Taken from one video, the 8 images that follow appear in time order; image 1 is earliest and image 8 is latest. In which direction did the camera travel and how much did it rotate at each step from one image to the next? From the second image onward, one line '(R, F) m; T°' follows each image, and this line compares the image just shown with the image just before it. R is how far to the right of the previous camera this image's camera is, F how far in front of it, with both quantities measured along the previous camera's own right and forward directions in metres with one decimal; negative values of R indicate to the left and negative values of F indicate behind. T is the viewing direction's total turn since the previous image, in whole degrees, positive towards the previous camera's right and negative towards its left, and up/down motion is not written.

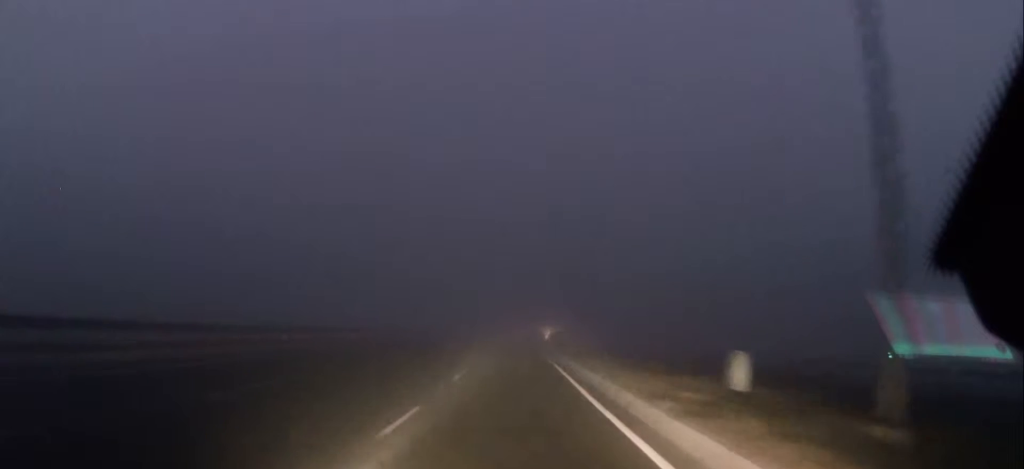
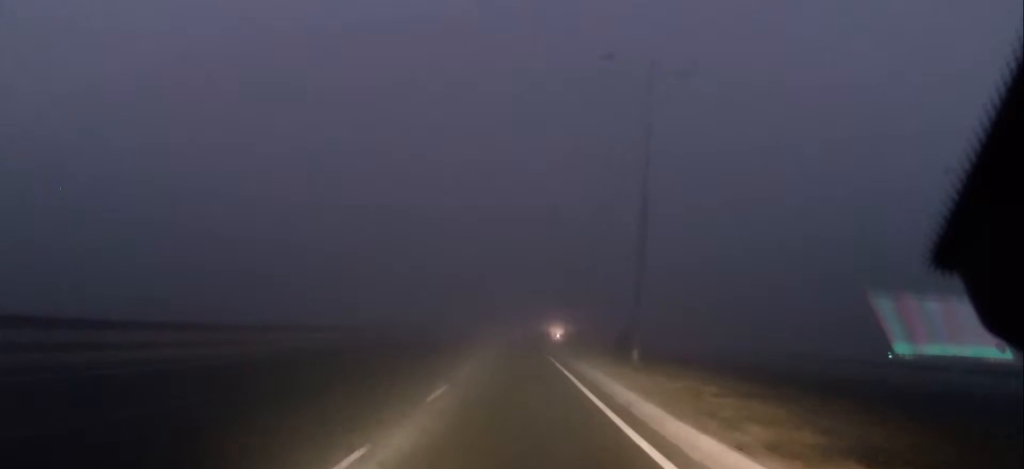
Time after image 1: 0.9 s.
(+0.1, +22.4) m; 0°
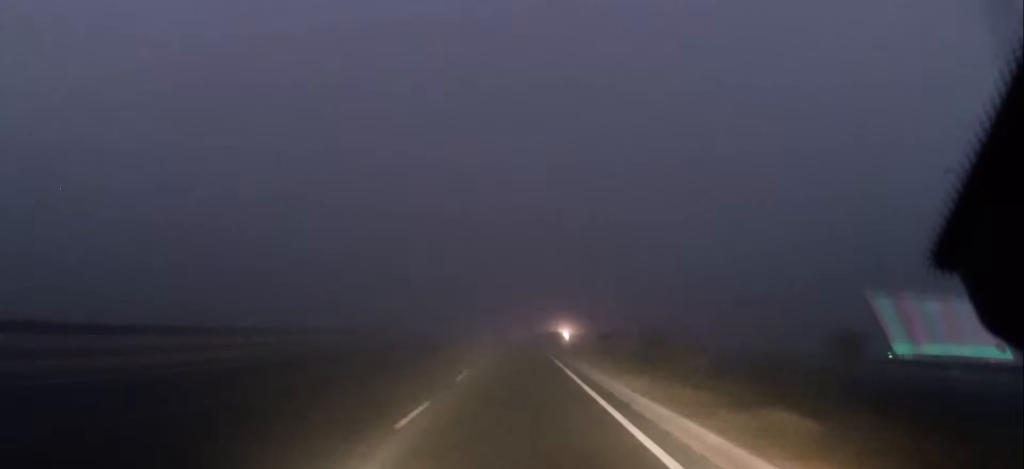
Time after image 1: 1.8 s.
(-0.2, +21.8) m; -1°
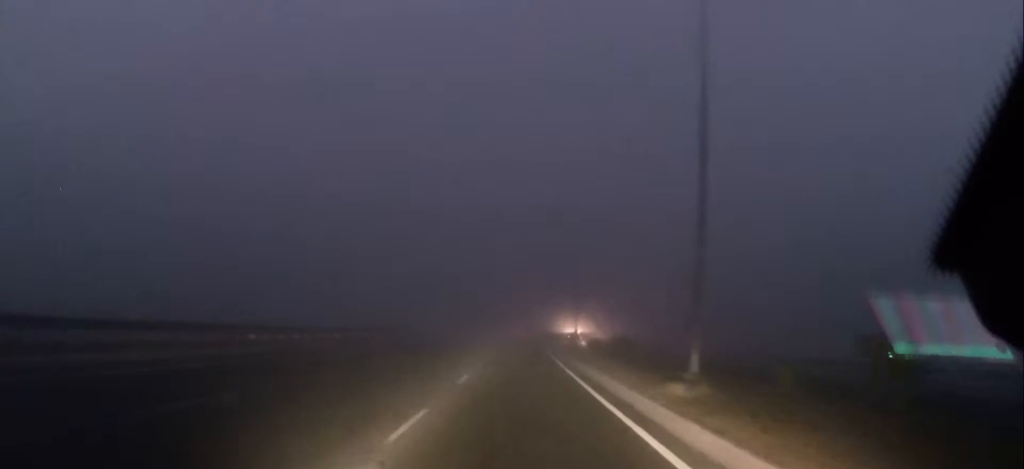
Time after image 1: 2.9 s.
(-0.3, +28.3) m; 0°
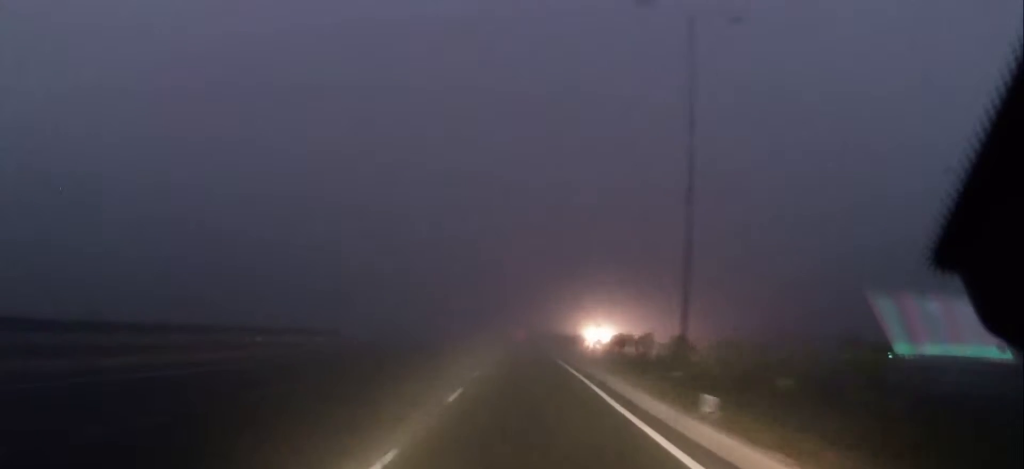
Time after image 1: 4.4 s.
(+0.6, +40.1) m; 0°
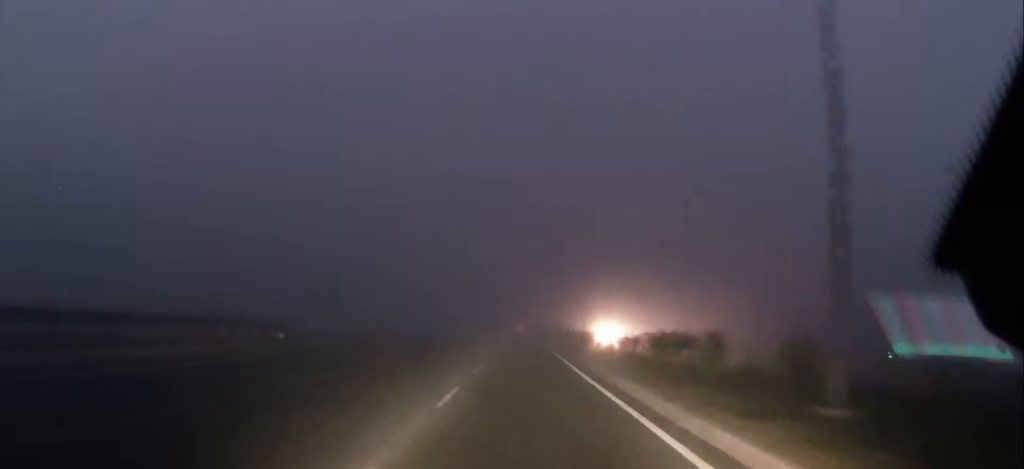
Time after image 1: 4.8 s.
(-0.2, +10.7) m; 0°
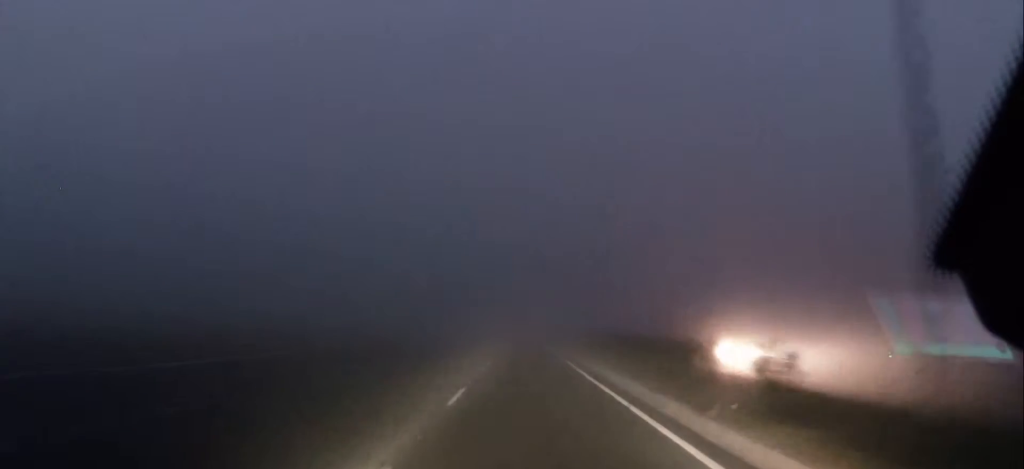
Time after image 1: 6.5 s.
(-0.2, +45.1) m; +1°
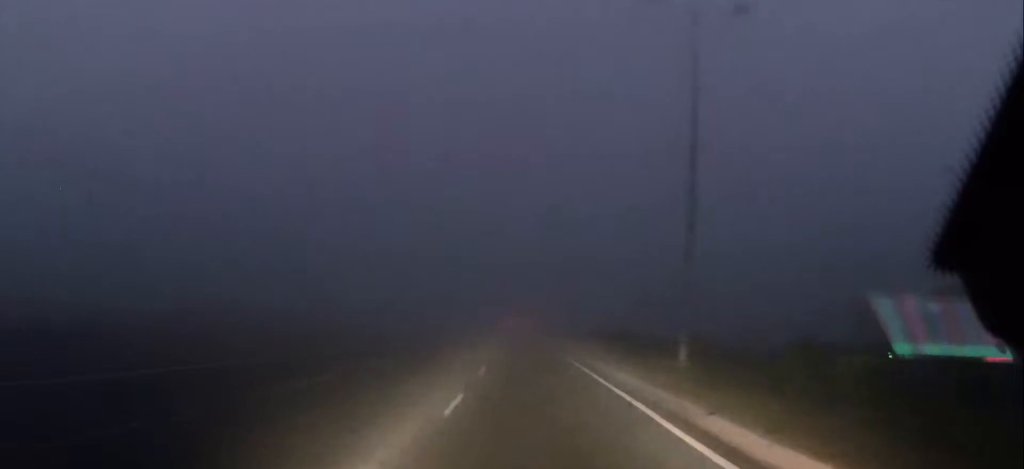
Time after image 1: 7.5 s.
(+0.3, +28.2) m; 0°
